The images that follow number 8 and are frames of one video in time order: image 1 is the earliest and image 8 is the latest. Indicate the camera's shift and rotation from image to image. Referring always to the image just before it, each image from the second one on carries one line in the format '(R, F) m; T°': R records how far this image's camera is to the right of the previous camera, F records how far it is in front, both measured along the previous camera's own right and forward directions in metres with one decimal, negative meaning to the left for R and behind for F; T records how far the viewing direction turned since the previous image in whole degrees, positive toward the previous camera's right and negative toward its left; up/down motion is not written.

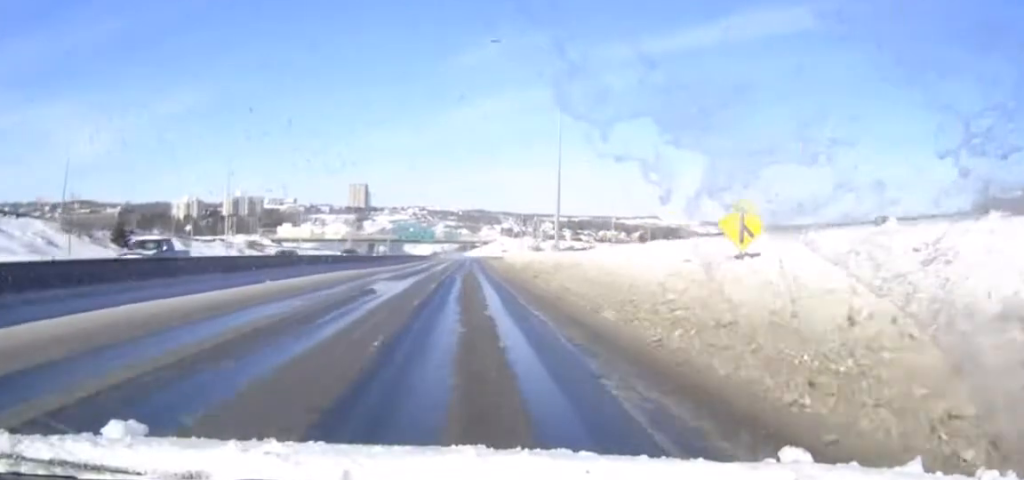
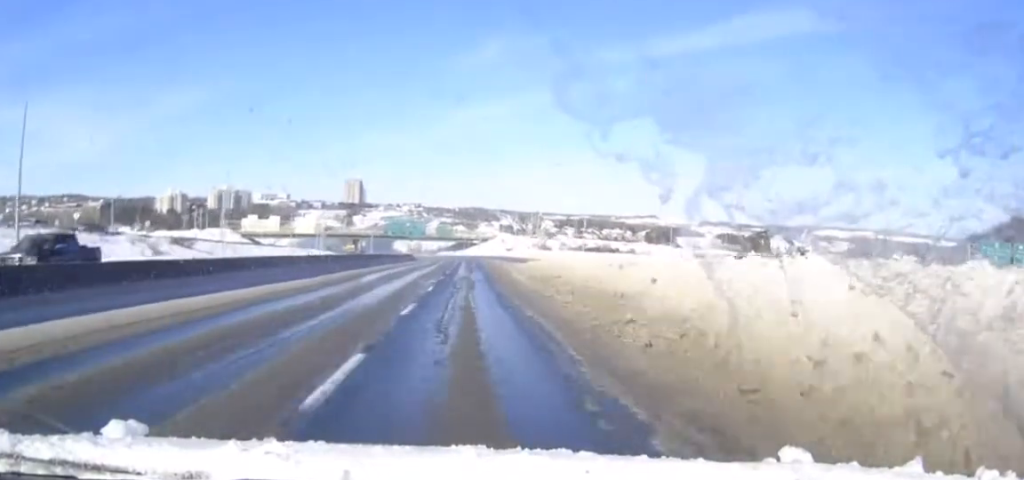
(-0.2, +38.9) m; 0°
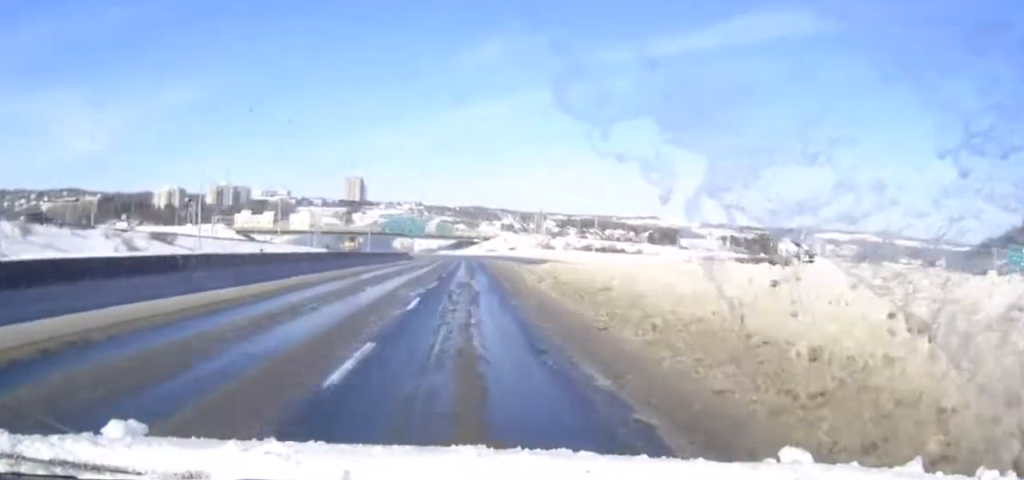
(0.0, +8.3) m; 0°
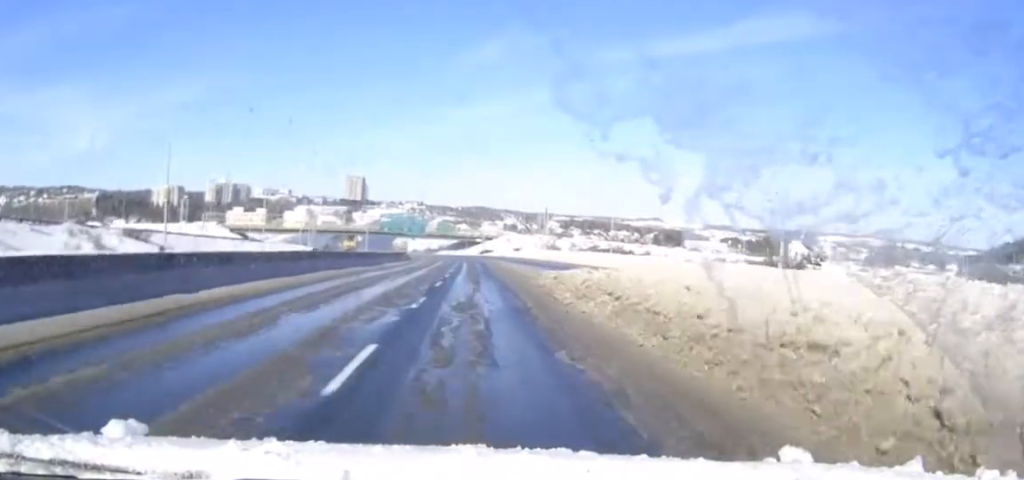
(+0.1, +9.6) m; +1°
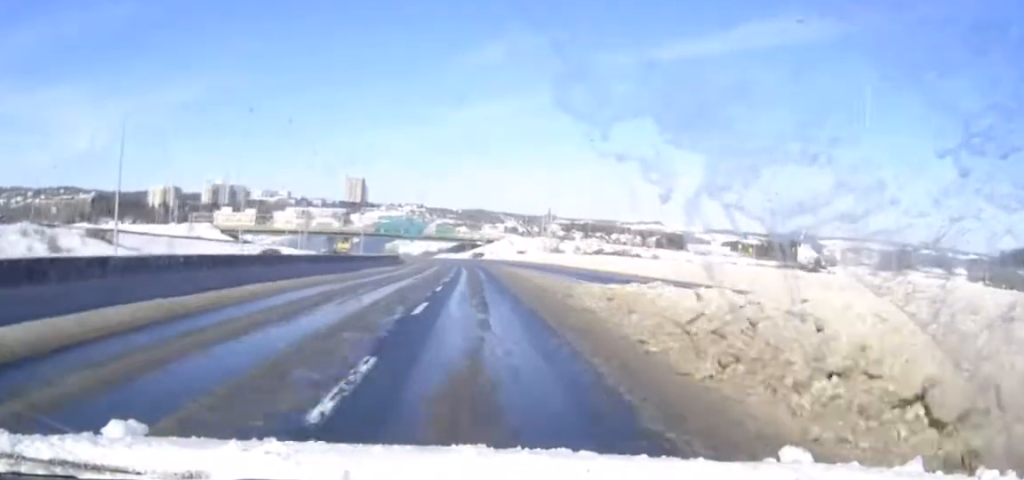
(+0.1, +10.3) m; 0°
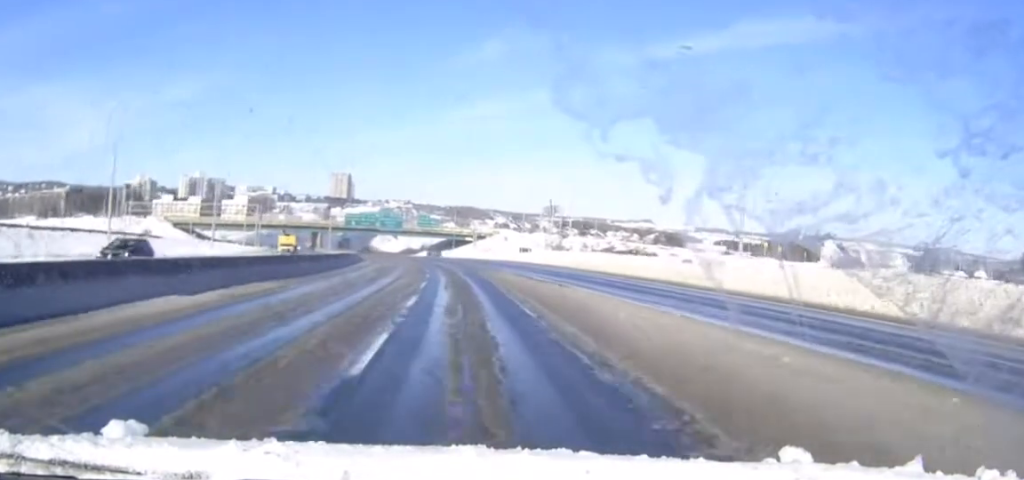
(0.0, +34.1) m; 0°
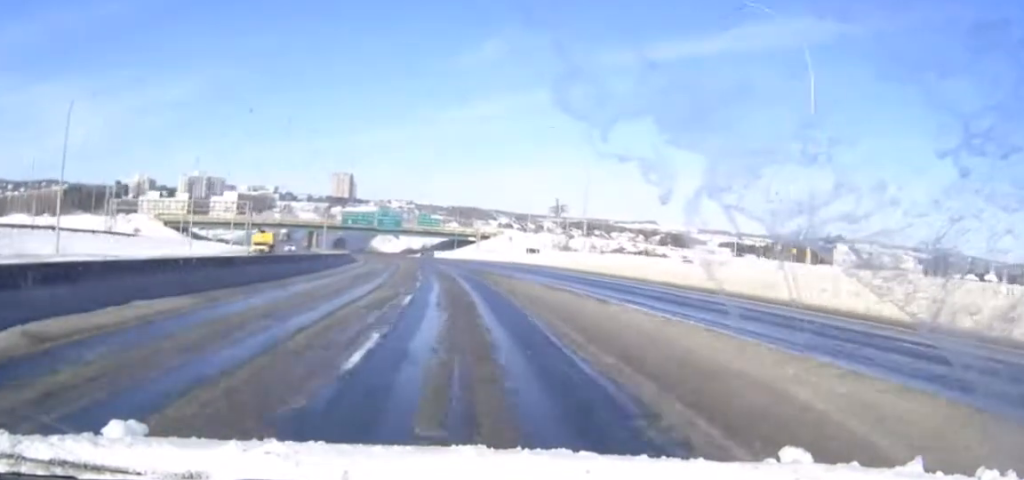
(0.0, +9.0) m; 0°
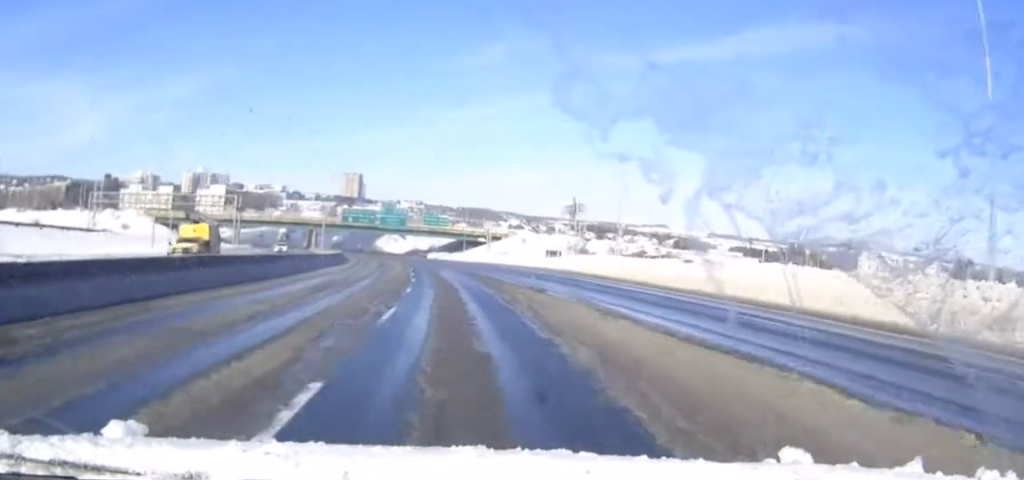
(0.0, +13.6) m; -1°
